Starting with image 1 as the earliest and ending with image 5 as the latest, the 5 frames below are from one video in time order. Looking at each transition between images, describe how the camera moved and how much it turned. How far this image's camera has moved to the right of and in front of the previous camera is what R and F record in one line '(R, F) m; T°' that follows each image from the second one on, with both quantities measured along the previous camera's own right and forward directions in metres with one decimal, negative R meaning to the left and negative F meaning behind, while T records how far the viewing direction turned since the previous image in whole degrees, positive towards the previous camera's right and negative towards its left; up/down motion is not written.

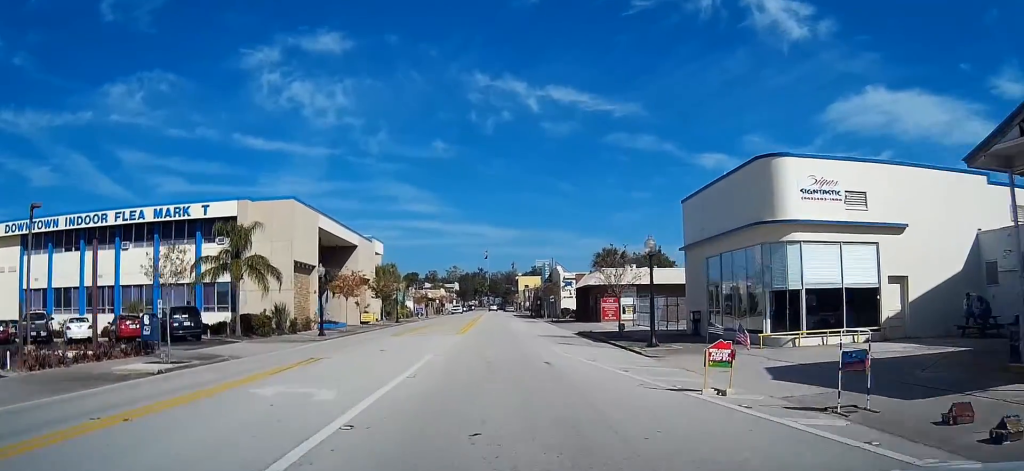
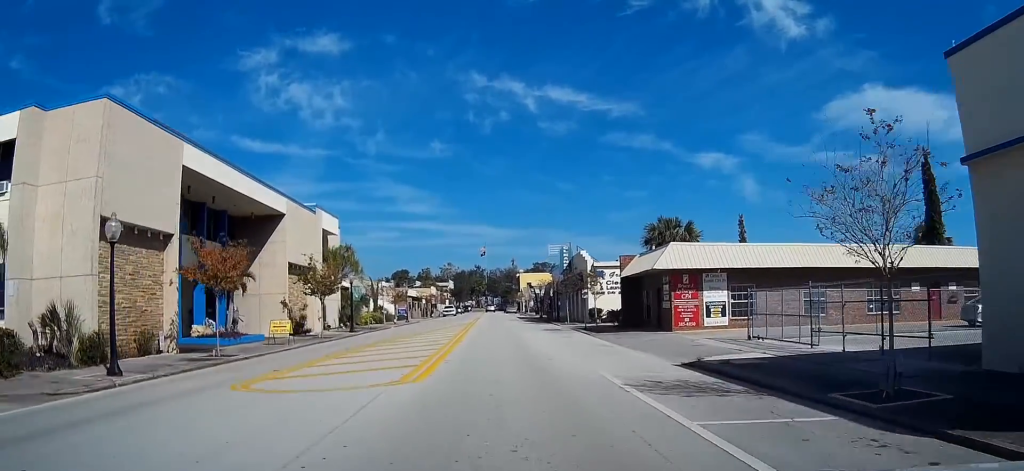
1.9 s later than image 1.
(+0.1, +22.6) m; +1°
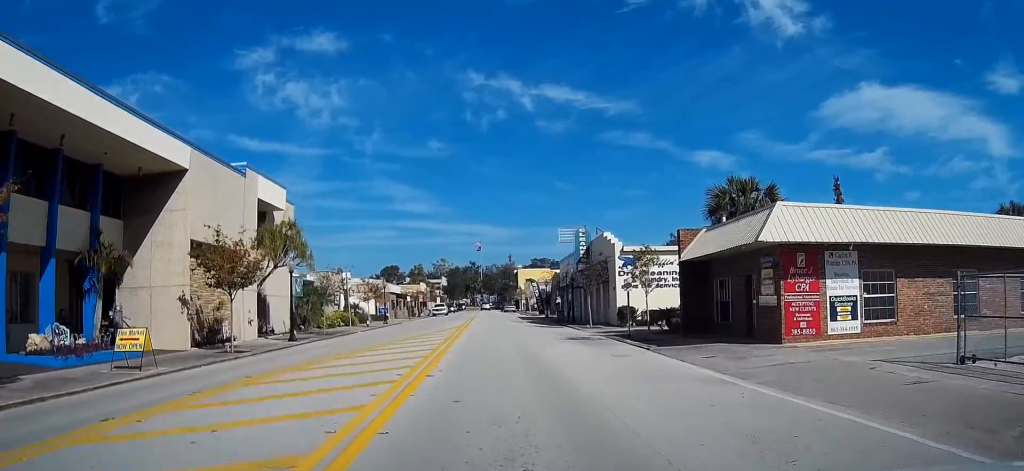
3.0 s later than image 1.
(+0.1, +14.1) m; 0°
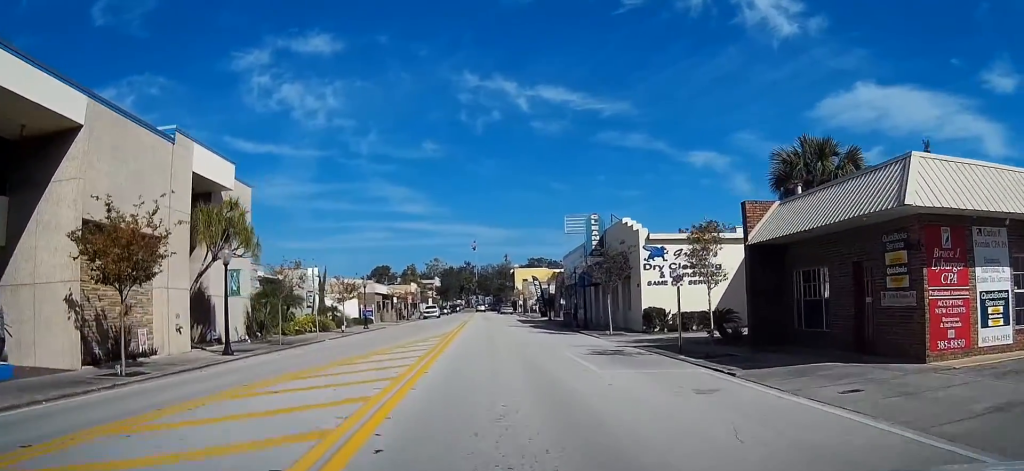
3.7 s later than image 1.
(0.0, +8.3) m; 0°
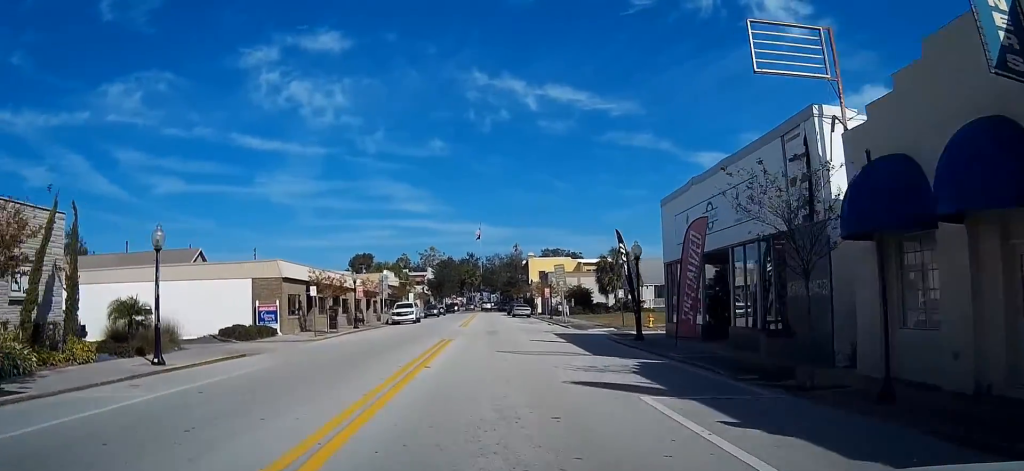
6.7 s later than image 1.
(-0.7, +36.8) m; -1°
